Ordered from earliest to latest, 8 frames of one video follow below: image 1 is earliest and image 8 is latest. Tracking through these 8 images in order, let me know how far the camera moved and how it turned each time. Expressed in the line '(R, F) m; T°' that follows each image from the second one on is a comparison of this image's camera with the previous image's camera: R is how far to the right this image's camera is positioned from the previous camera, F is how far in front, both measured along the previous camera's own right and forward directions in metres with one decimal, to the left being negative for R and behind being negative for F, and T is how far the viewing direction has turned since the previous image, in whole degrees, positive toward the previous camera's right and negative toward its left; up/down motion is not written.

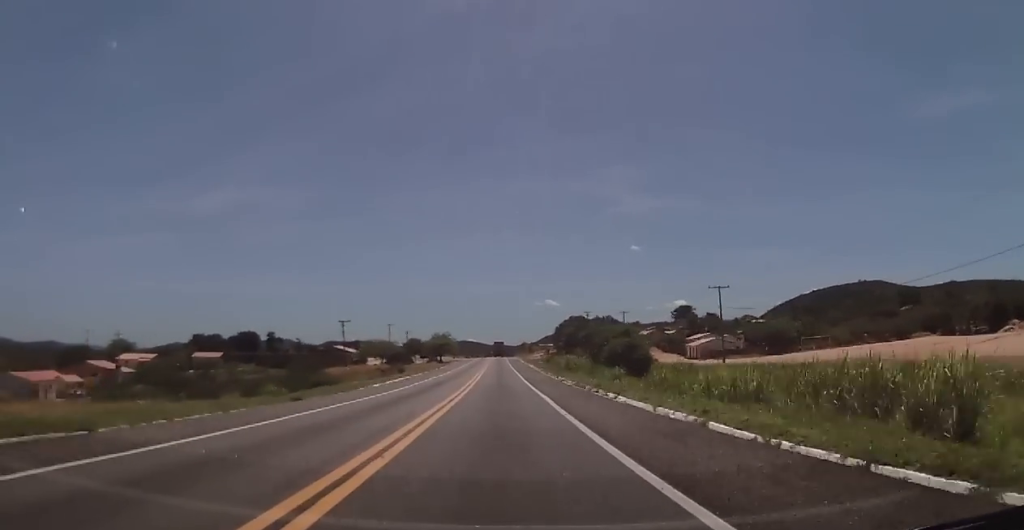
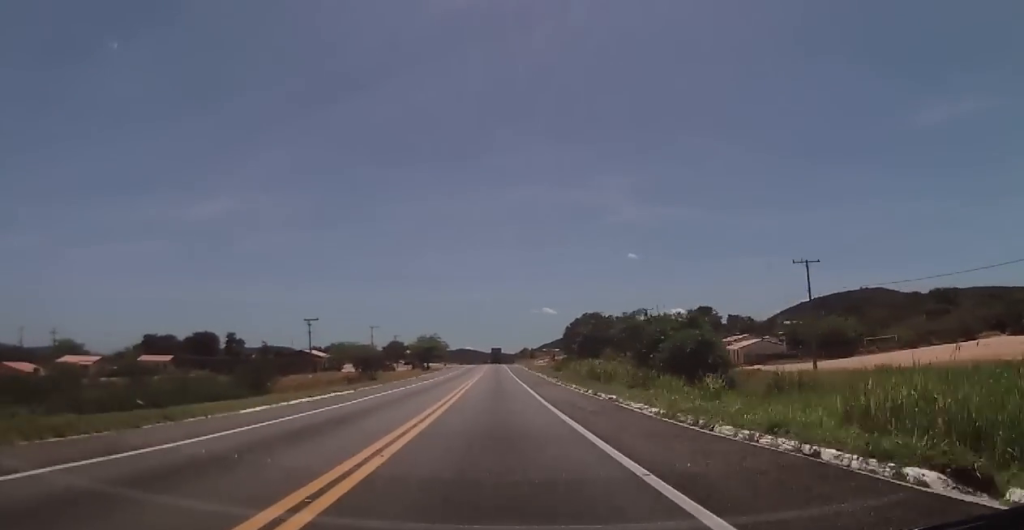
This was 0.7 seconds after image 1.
(-0.1, +23.4) m; +1°
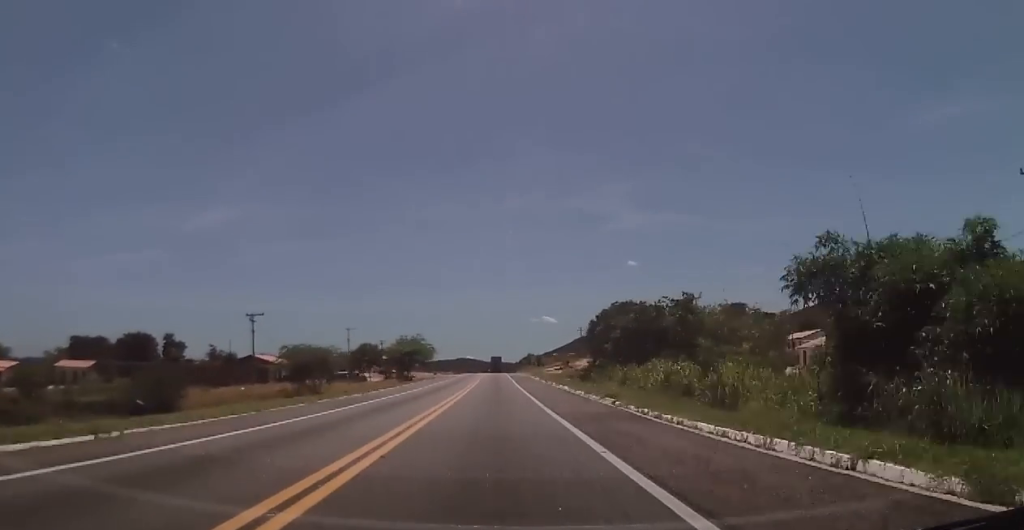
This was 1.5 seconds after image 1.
(+0.6, +27.7) m; 0°
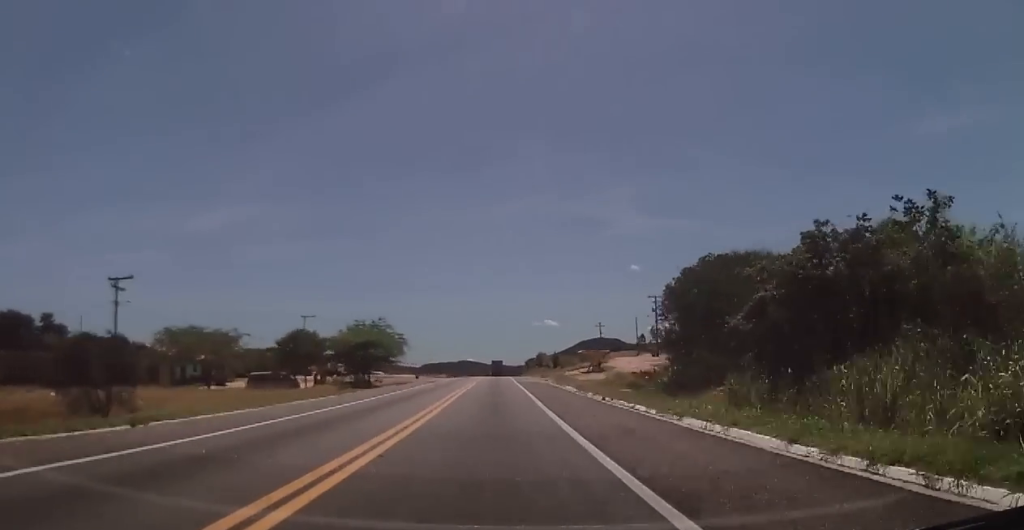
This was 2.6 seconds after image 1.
(-0.5, +35.0) m; -1°
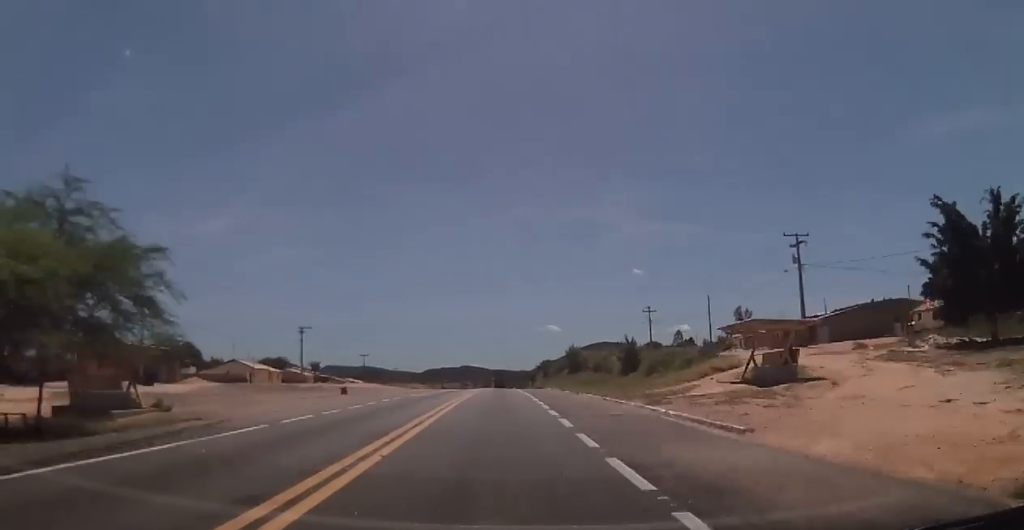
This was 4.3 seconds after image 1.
(+0.4, +53.9) m; 0°
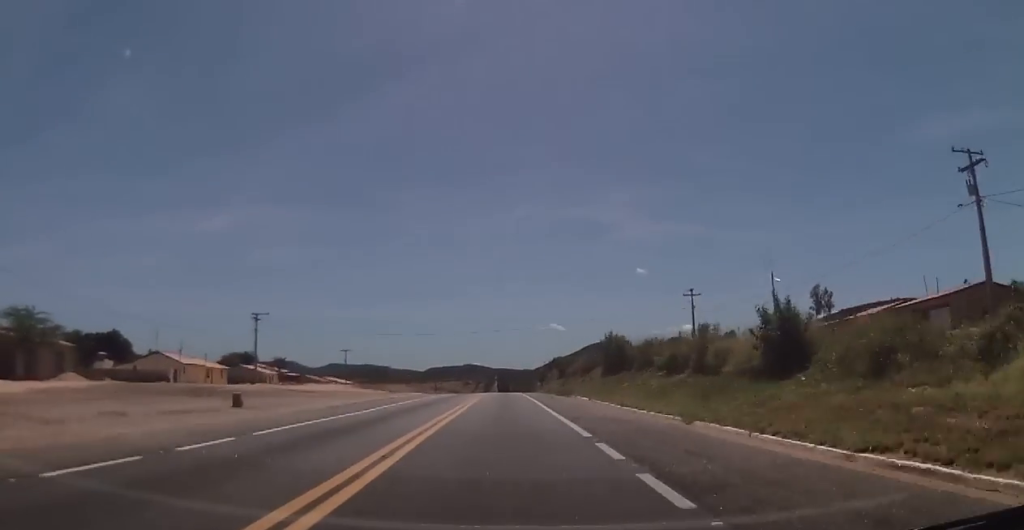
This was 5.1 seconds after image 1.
(0.0, +24.8) m; 0°
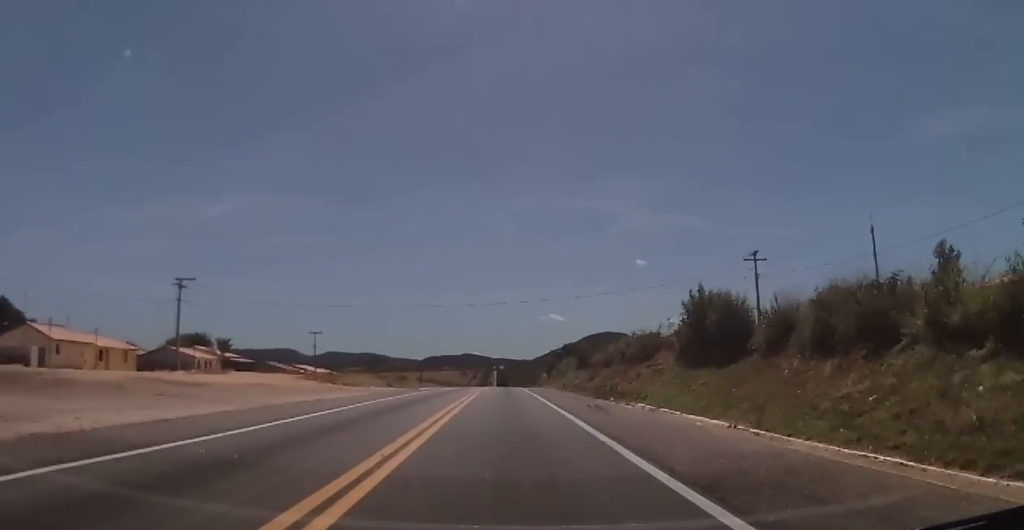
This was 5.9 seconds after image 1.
(0.0, +24.3) m; 0°
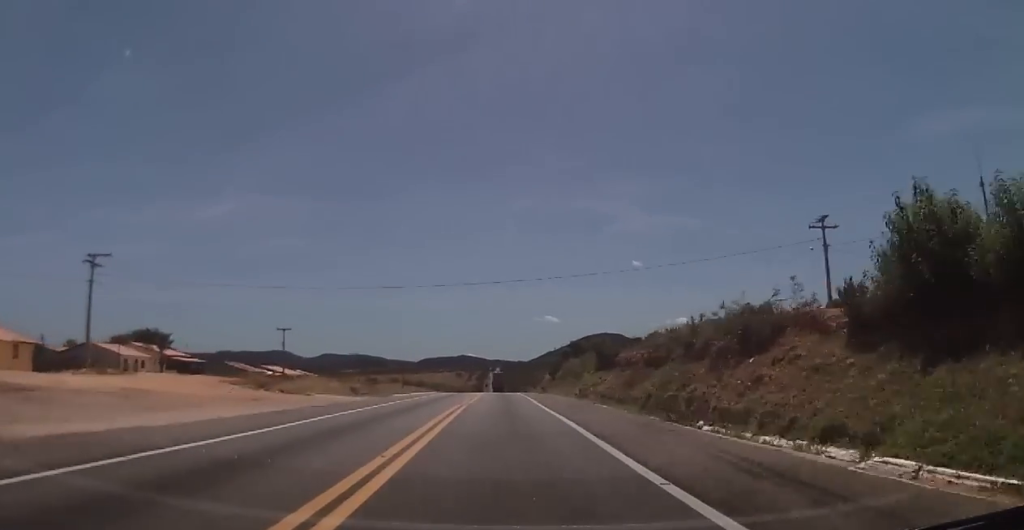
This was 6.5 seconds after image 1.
(-0.2, +16.9) m; 0°
